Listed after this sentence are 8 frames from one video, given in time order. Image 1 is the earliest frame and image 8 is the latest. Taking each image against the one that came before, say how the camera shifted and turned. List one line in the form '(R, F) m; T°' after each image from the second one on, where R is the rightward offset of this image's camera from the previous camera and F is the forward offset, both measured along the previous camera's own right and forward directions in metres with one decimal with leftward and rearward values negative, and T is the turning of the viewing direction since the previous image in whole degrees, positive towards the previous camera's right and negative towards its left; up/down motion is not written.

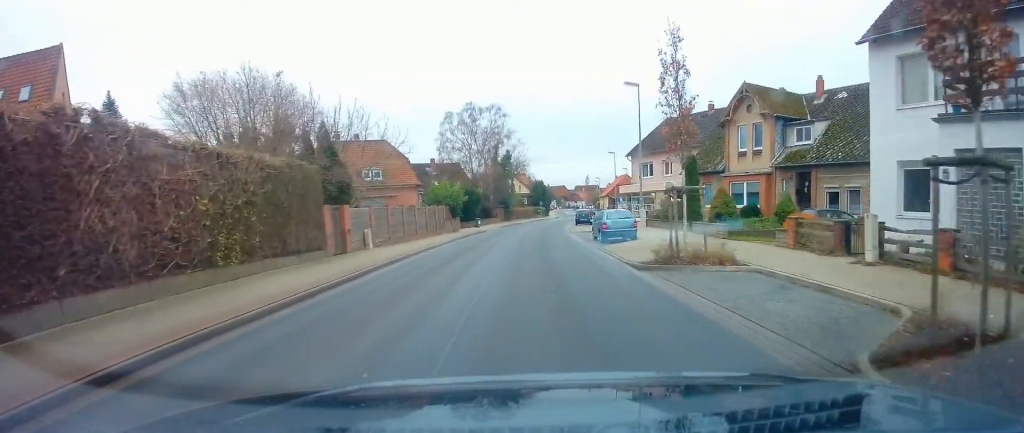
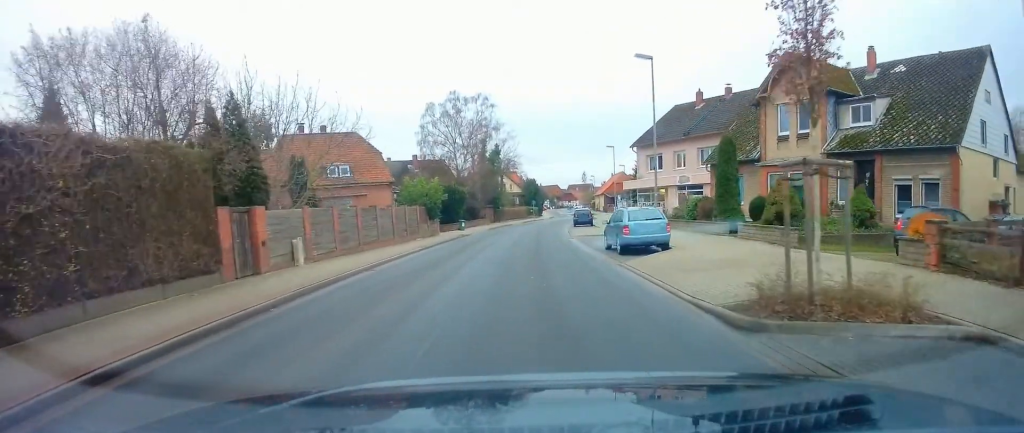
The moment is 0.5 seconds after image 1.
(+0.1, +7.3) m; 0°
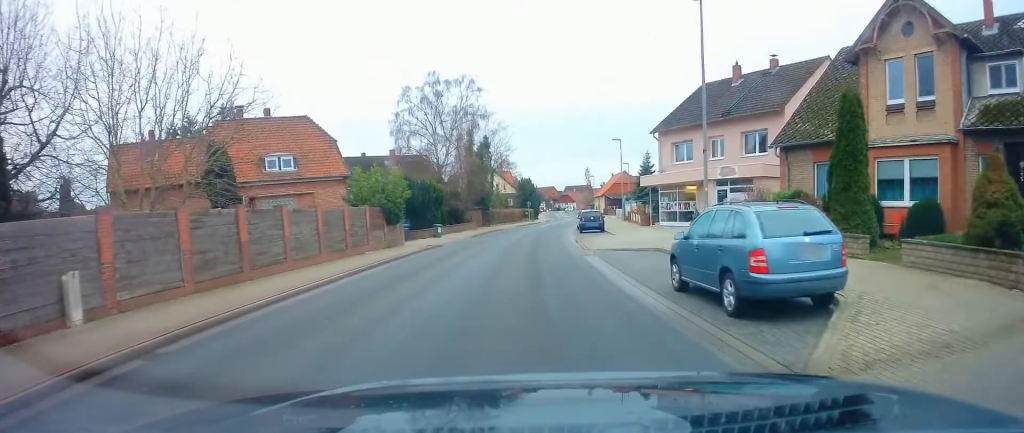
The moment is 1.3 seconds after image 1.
(0.0, +10.6) m; +1°
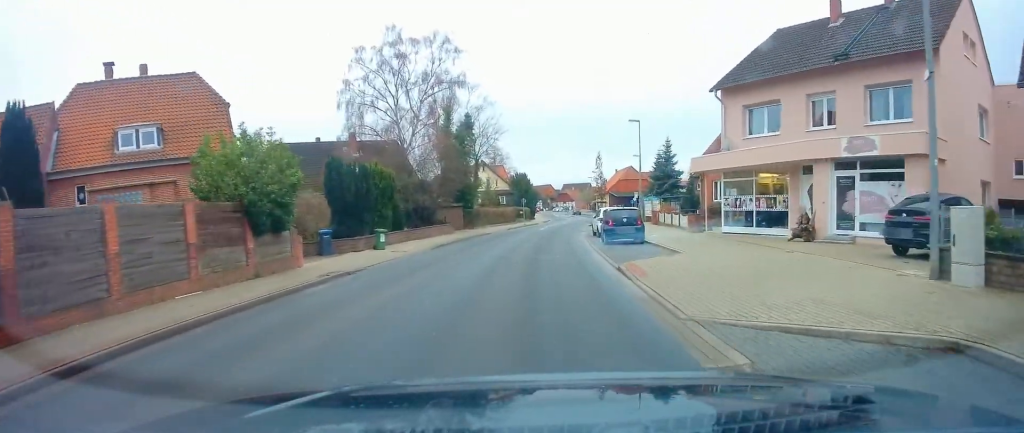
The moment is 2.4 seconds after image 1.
(+0.1, +14.3) m; +2°
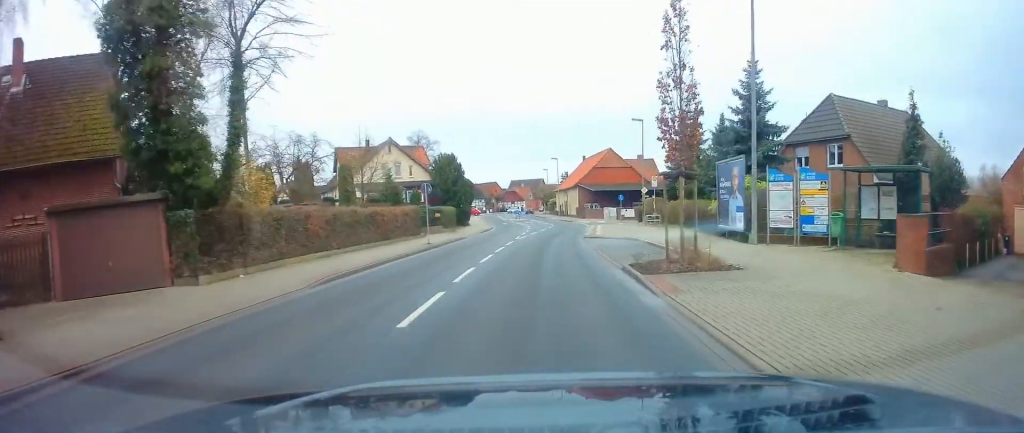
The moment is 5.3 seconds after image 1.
(+1.3, +38.0) m; +4°
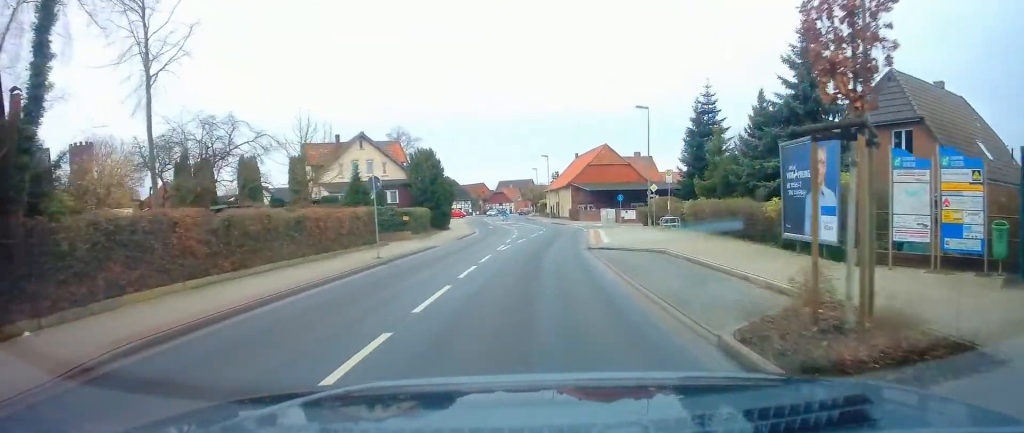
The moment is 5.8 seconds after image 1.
(+0.1, +7.7) m; +1°
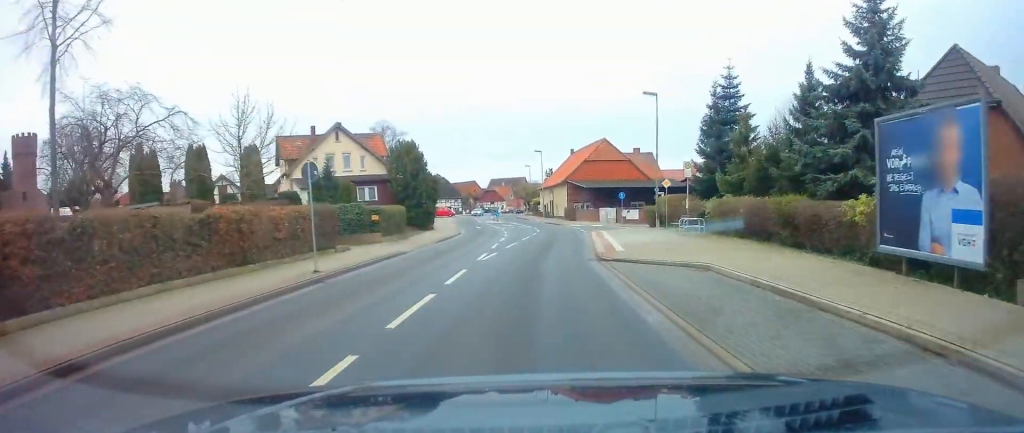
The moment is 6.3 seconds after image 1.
(-0.1, +5.6) m; 0°
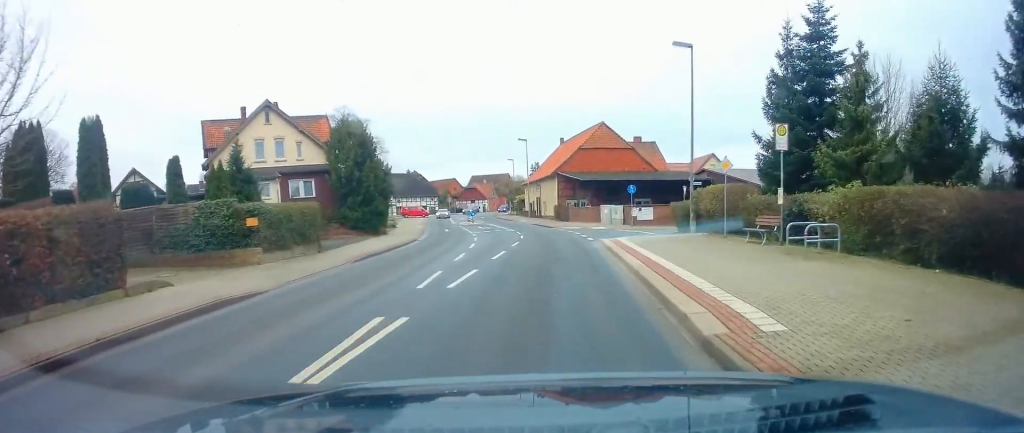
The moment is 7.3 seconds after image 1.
(+0.2, +12.9) m; +3°
